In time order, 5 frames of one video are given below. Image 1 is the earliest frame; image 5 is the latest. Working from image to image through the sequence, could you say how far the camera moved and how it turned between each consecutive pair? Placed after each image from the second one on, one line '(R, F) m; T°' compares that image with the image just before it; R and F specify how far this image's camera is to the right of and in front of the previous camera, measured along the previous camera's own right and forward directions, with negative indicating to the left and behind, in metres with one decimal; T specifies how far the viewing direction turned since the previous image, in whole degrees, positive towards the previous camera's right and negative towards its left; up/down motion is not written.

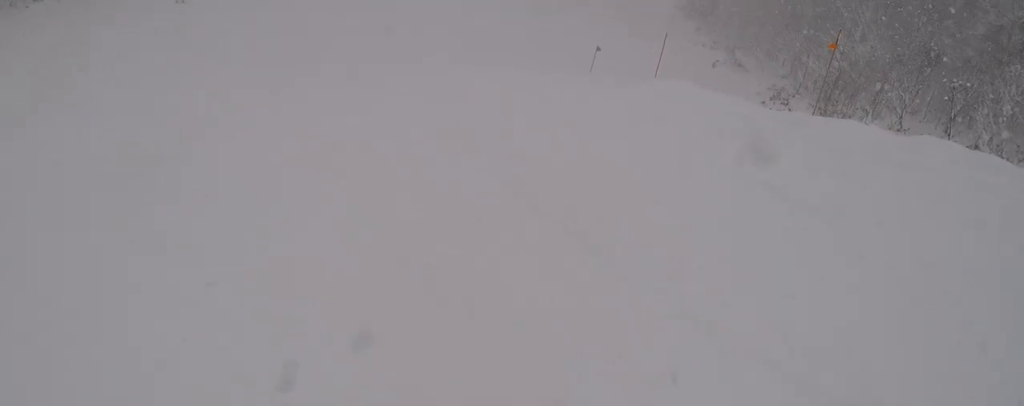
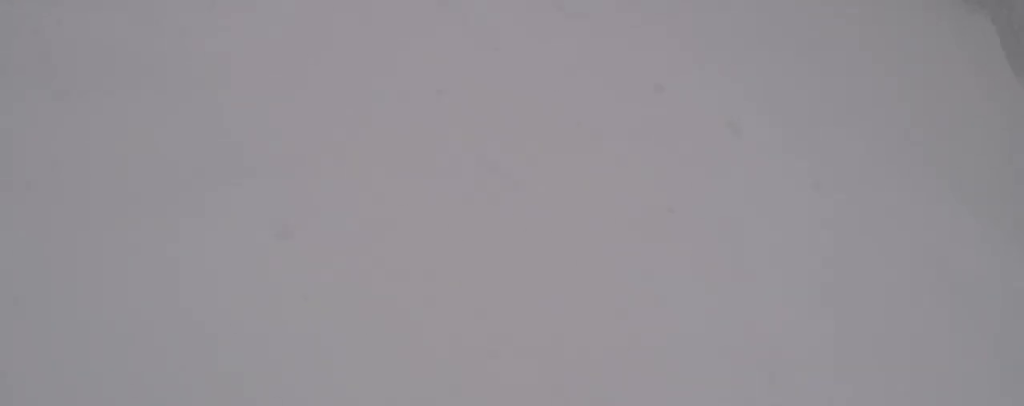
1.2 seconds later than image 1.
(-2.5, +4.6) m; -37°
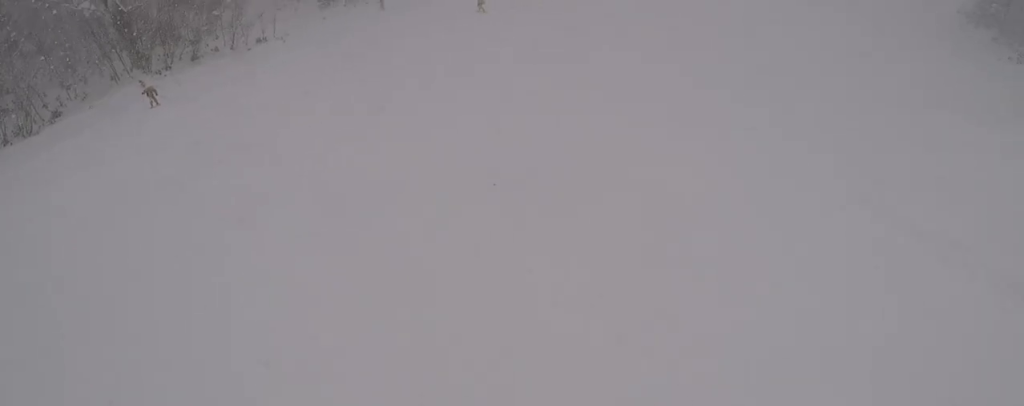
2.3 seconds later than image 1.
(+0.4, +5.7) m; +20°
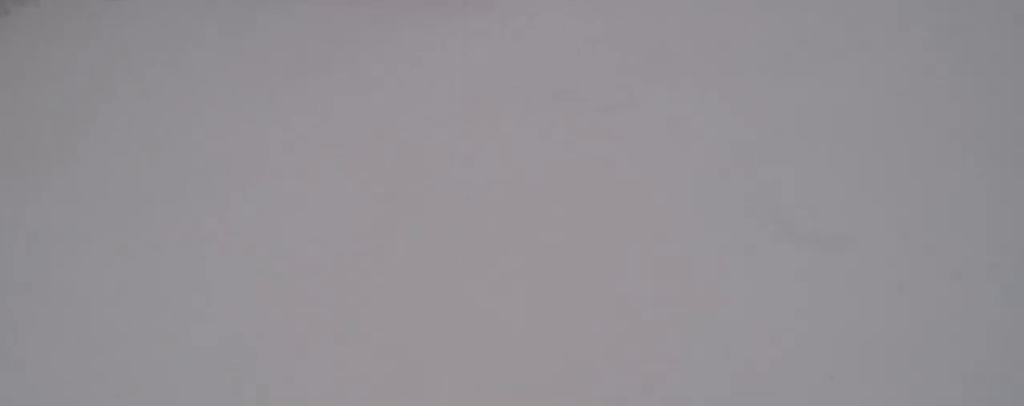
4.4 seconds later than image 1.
(+8.4, +8.9) m; +62°
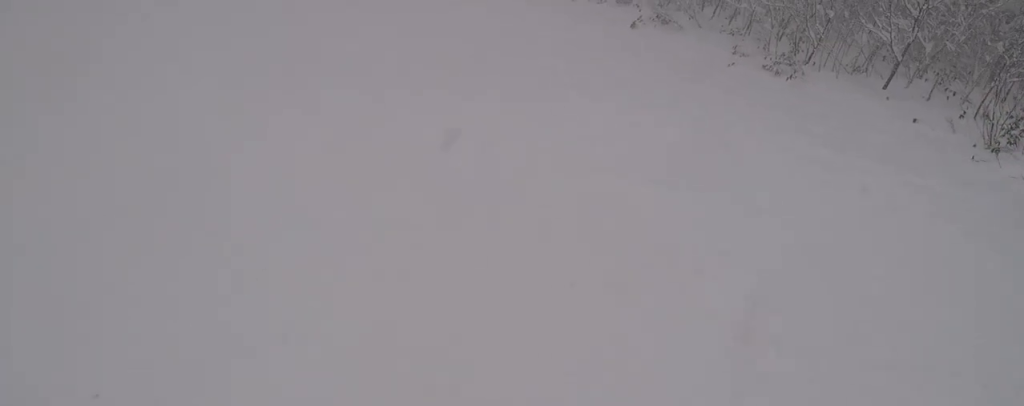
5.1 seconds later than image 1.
(-0.1, +6.0) m; -17°
